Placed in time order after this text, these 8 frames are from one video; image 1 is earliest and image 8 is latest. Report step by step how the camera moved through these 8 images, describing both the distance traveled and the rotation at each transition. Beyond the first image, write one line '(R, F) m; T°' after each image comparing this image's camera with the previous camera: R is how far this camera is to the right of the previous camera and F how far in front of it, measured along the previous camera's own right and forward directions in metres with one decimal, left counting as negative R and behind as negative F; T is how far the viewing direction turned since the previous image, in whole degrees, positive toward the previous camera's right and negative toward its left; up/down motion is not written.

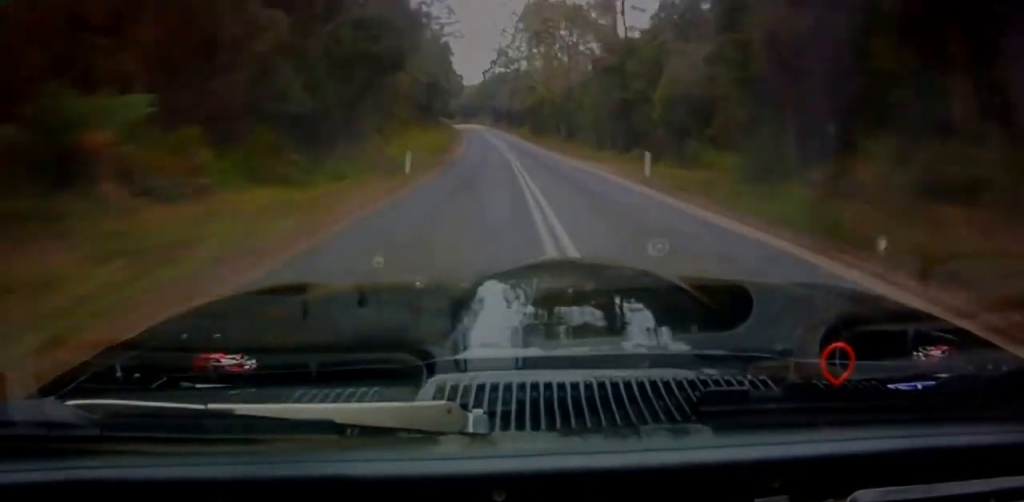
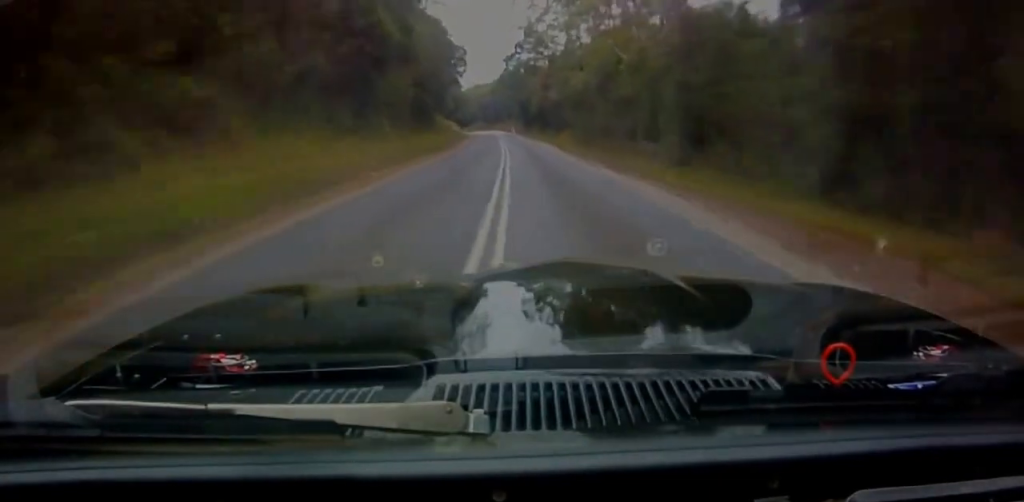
(-0.4, +38.6) m; -2°
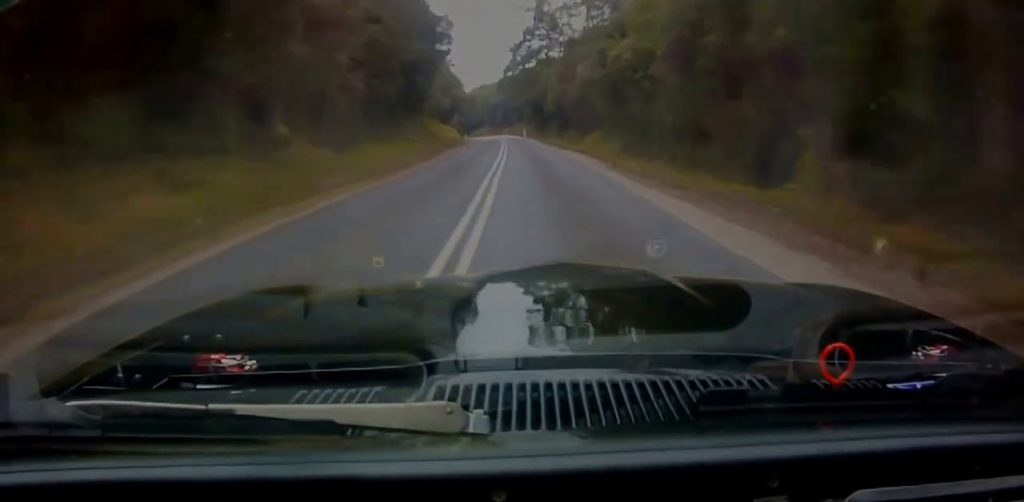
(-0.2, +19.4) m; -1°
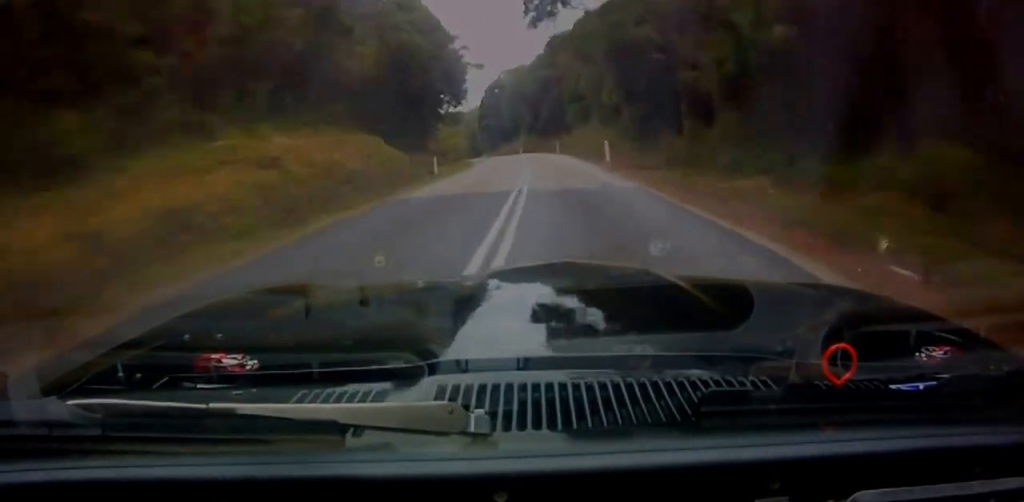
(-1.7, +59.2) m; -3°
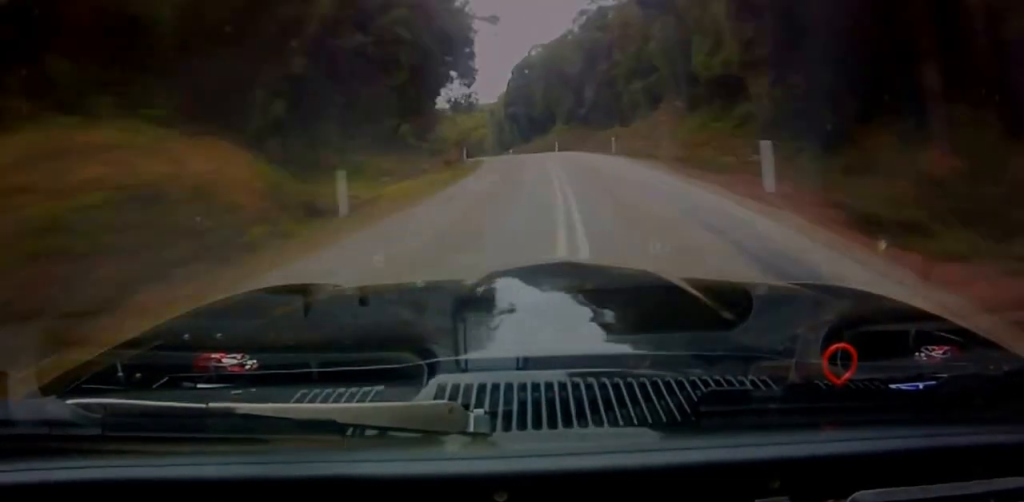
(0.0, +20.0) m; -1°
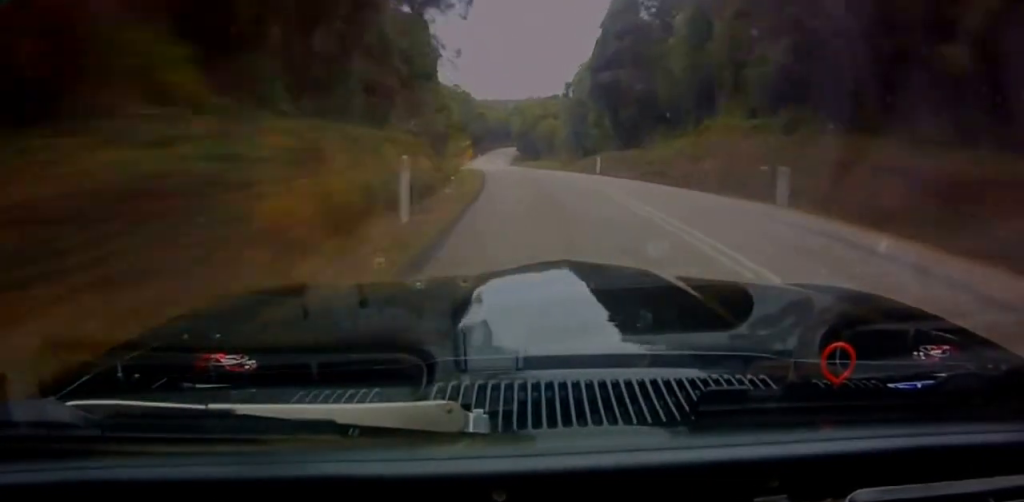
(-1.2, +42.6) m; -5°
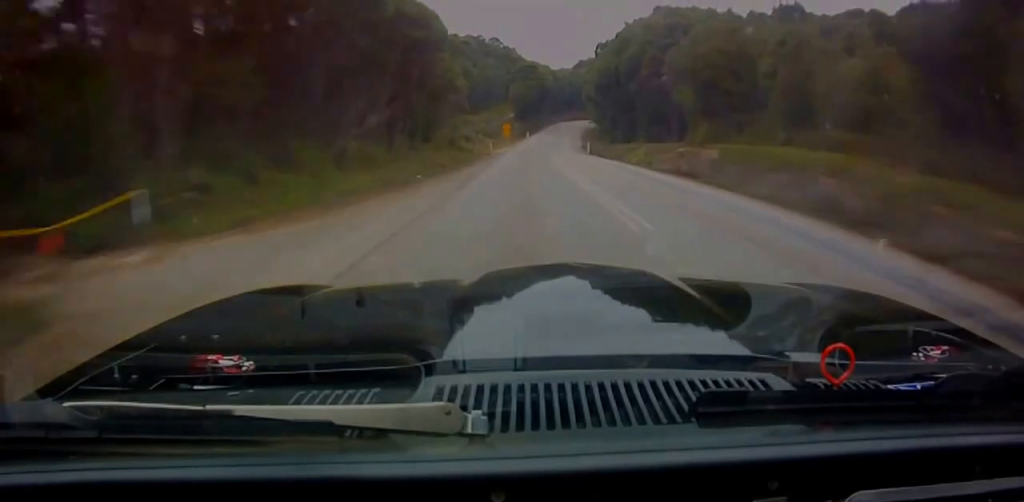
(-5.7, +65.7) m; -7°
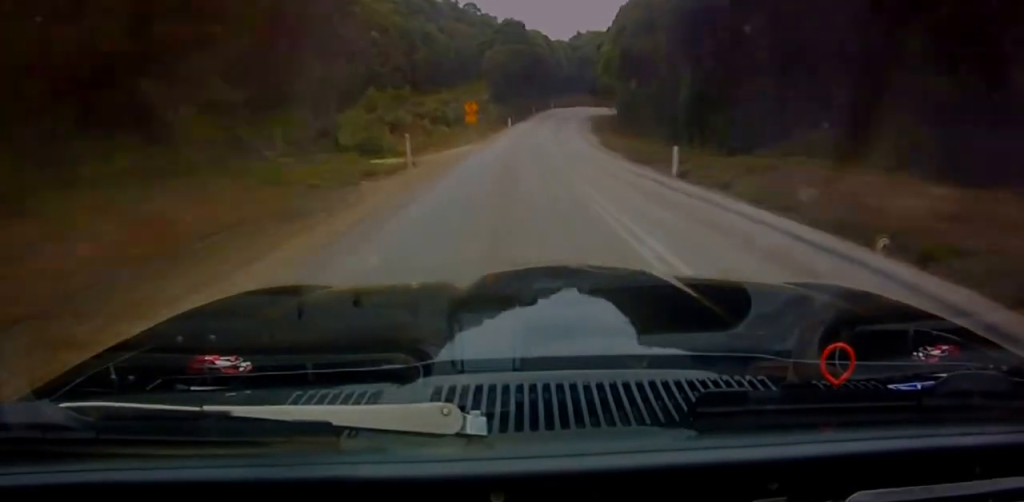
(-0.4, +34.2) m; +1°
